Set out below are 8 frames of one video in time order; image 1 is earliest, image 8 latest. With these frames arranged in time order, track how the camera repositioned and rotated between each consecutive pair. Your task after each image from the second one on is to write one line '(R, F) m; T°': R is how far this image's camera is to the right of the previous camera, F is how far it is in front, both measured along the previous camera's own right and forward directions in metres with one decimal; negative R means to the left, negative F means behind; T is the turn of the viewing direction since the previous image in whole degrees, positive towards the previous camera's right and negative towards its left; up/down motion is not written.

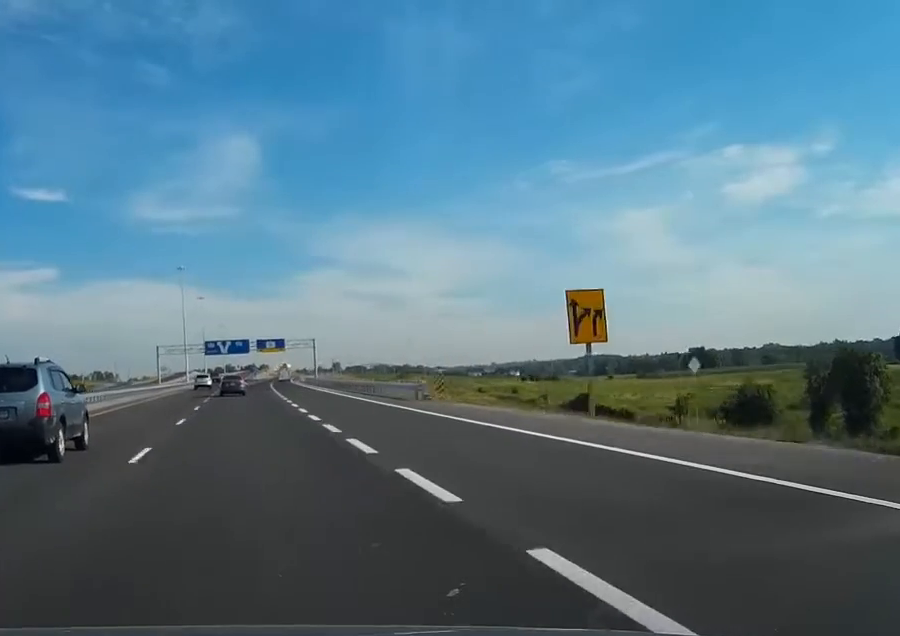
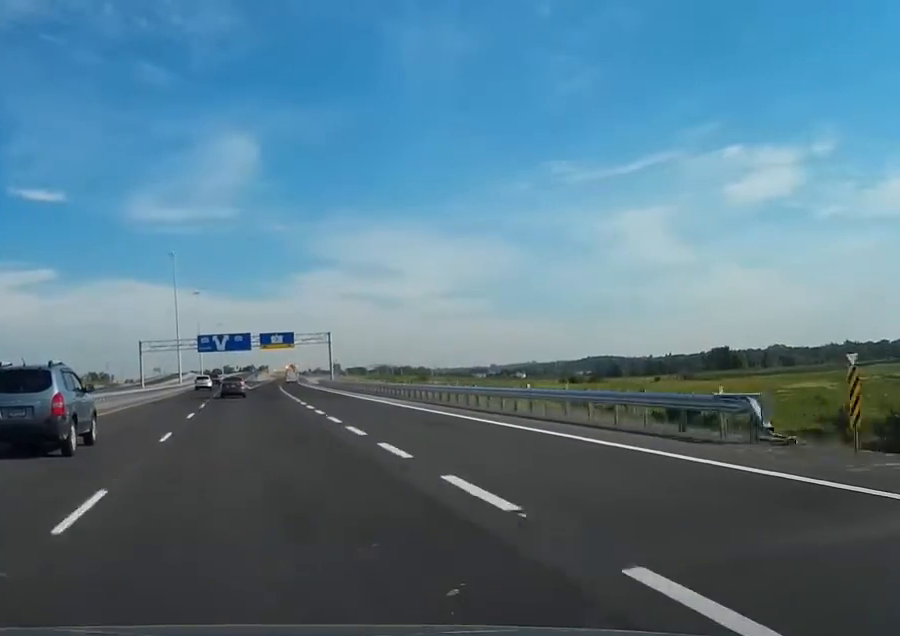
(0.0, +30.5) m; 0°
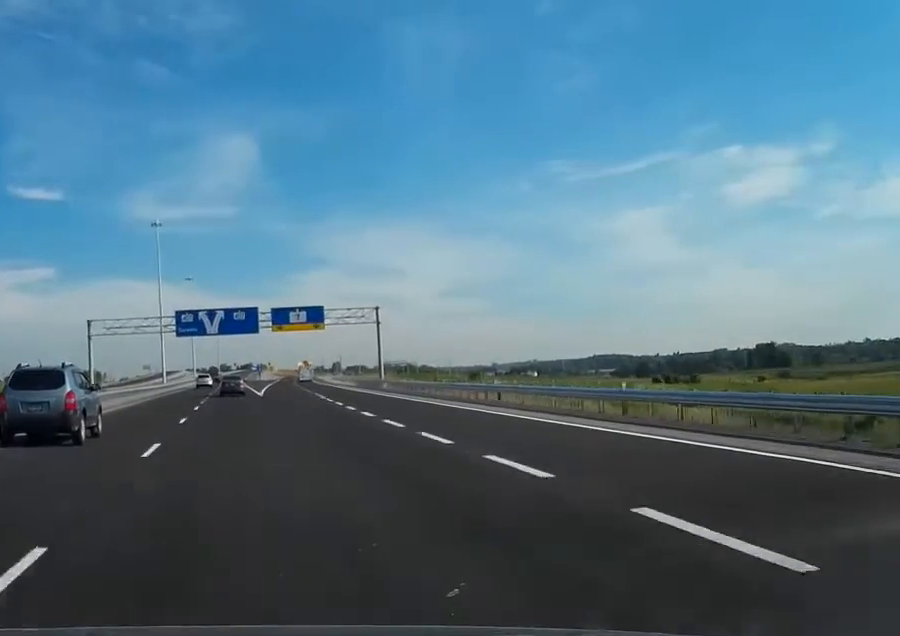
(0.0, +51.1) m; 0°
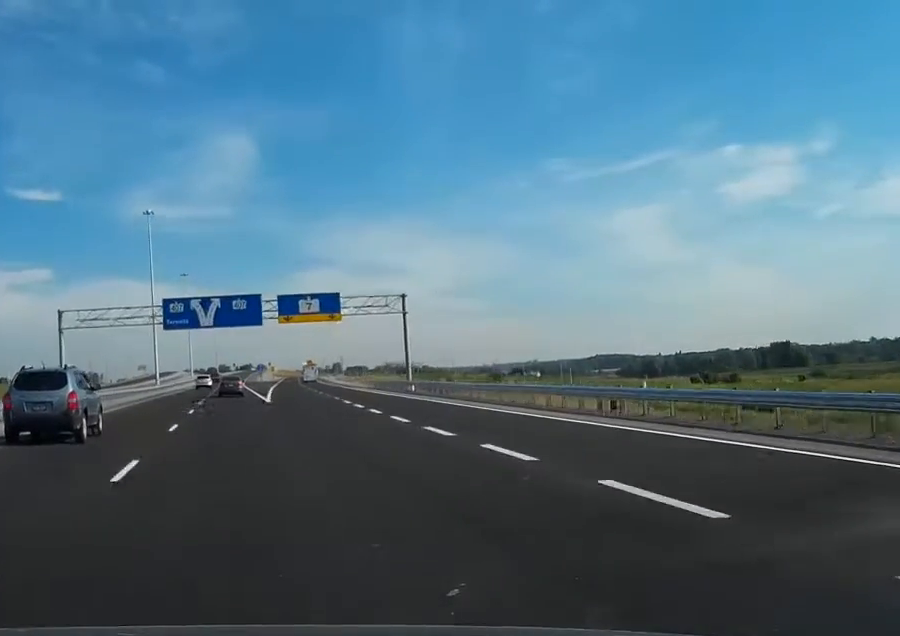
(0.0, +15.8) m; 0°
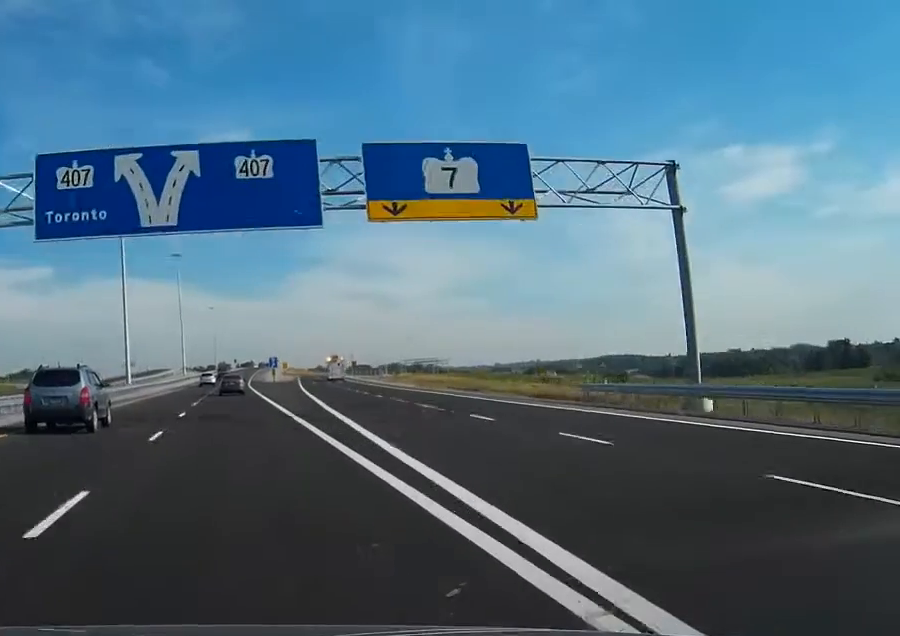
(+0.1, +52.1) m; 0°
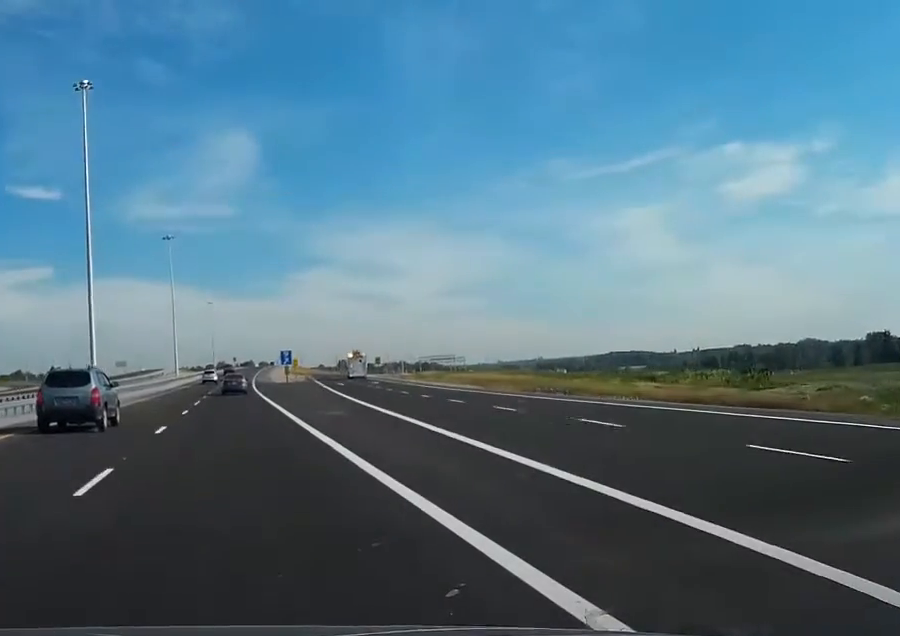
(0.0, +32.5) m; 0°
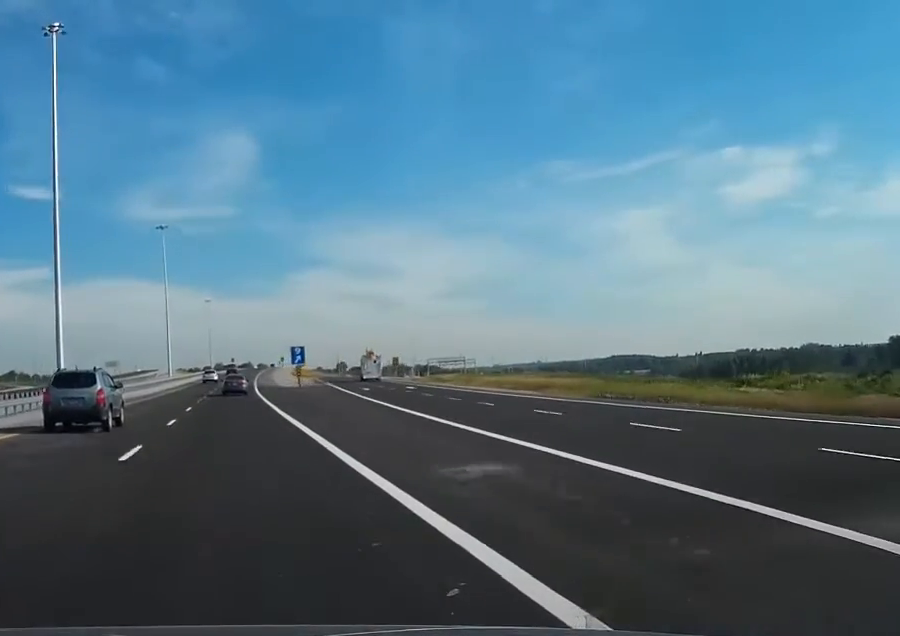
(0.0, +18.8) m; 0°
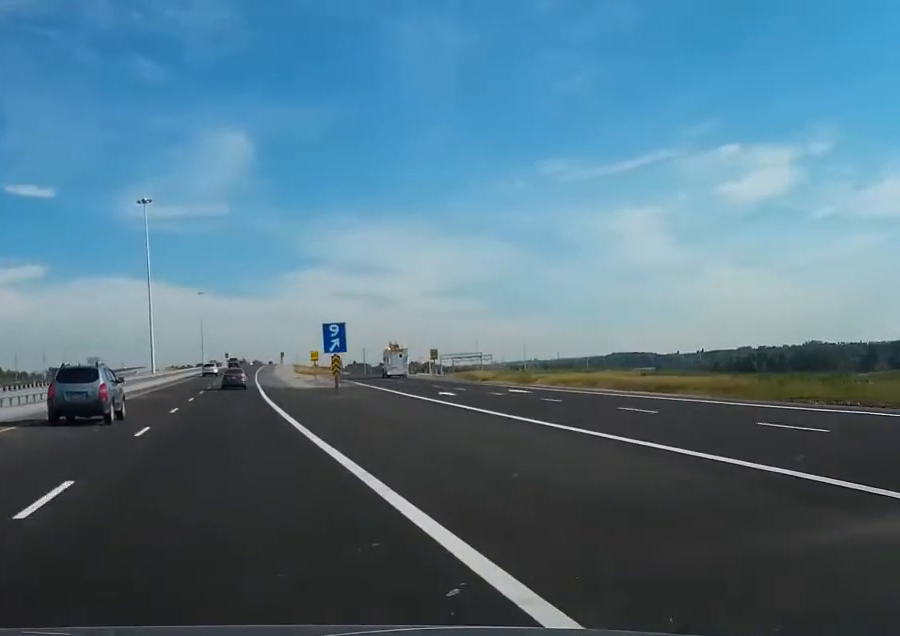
(+0.1, +30.7) m; 0°
